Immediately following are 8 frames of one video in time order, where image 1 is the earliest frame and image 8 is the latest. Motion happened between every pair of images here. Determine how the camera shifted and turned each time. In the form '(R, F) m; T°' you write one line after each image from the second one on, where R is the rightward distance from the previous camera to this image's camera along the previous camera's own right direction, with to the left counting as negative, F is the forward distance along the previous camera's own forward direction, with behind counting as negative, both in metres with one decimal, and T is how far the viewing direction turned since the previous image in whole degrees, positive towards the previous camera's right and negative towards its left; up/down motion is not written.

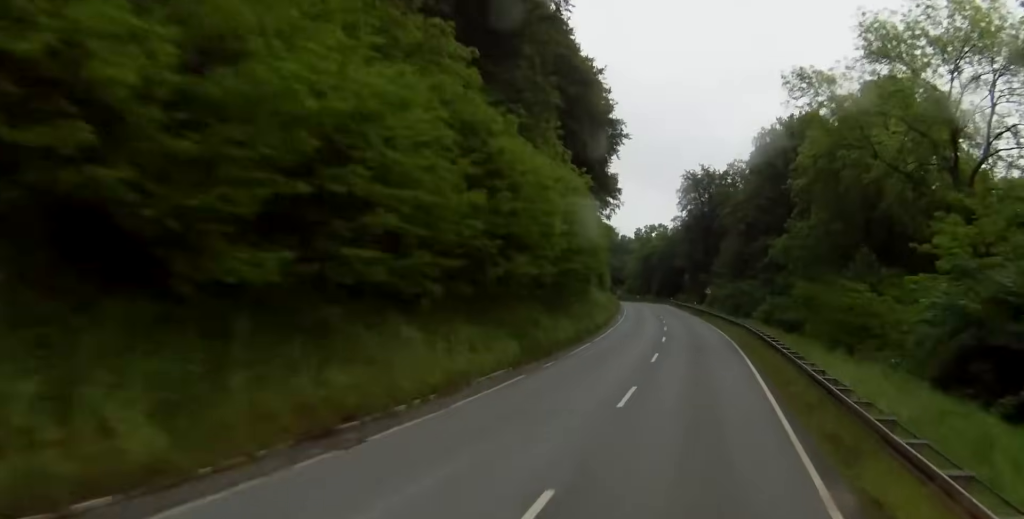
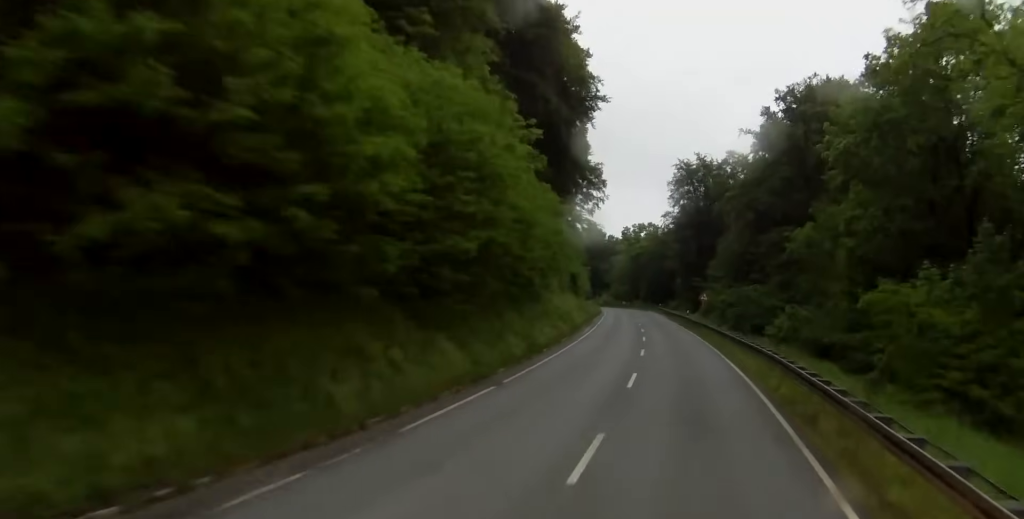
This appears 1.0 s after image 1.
(-0.4, +19.6) m; -1°
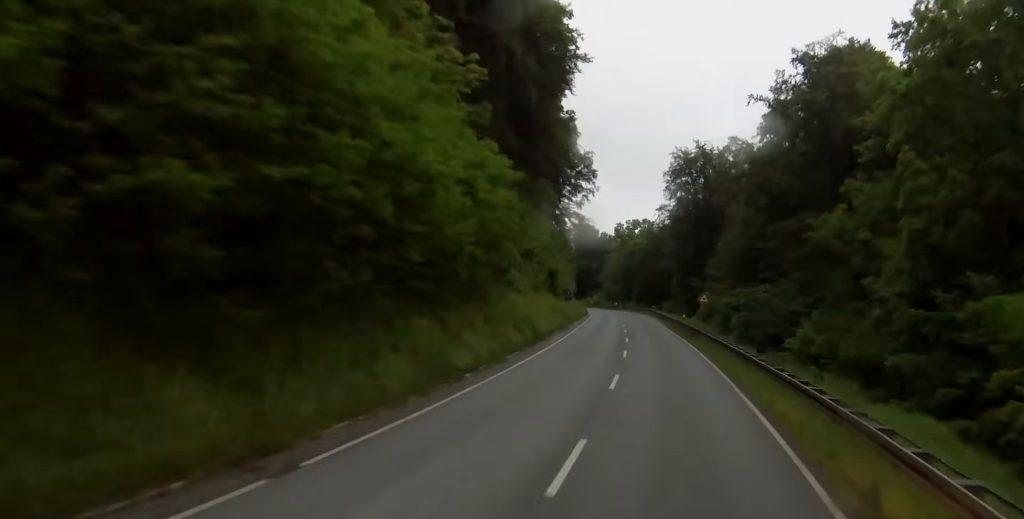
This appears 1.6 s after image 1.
(0.0, +12.9) m; +1°
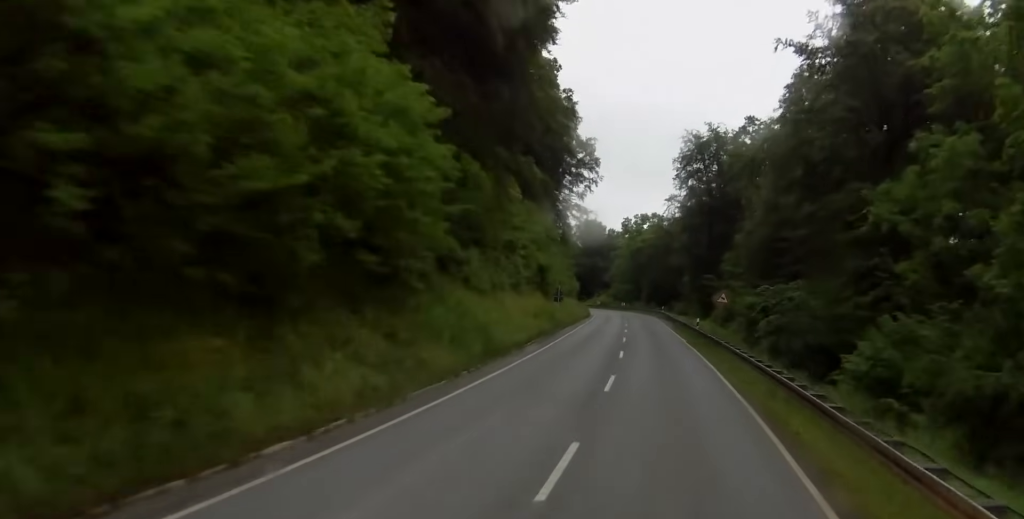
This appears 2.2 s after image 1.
(+0.2, +13.0) m; 0°
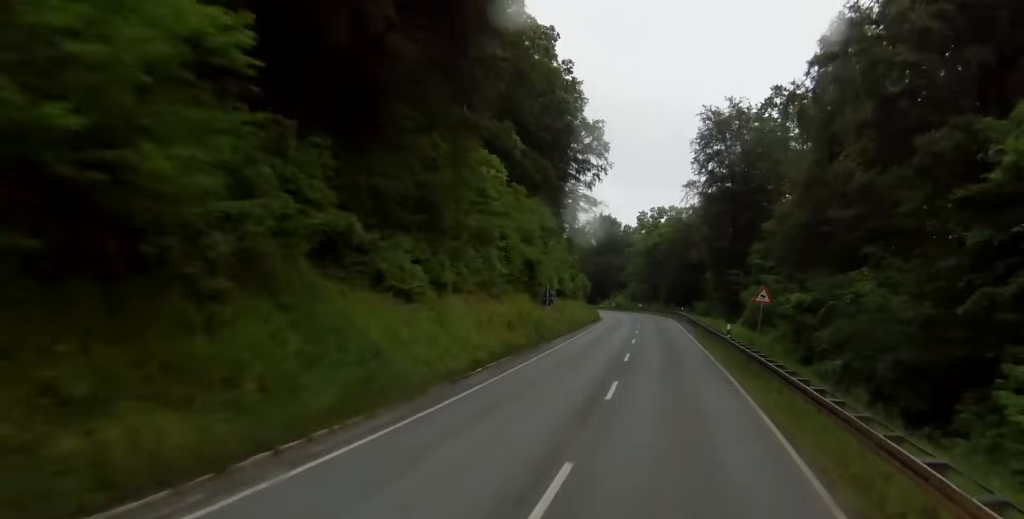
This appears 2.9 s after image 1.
(+0.5, +14.4) m; 0°
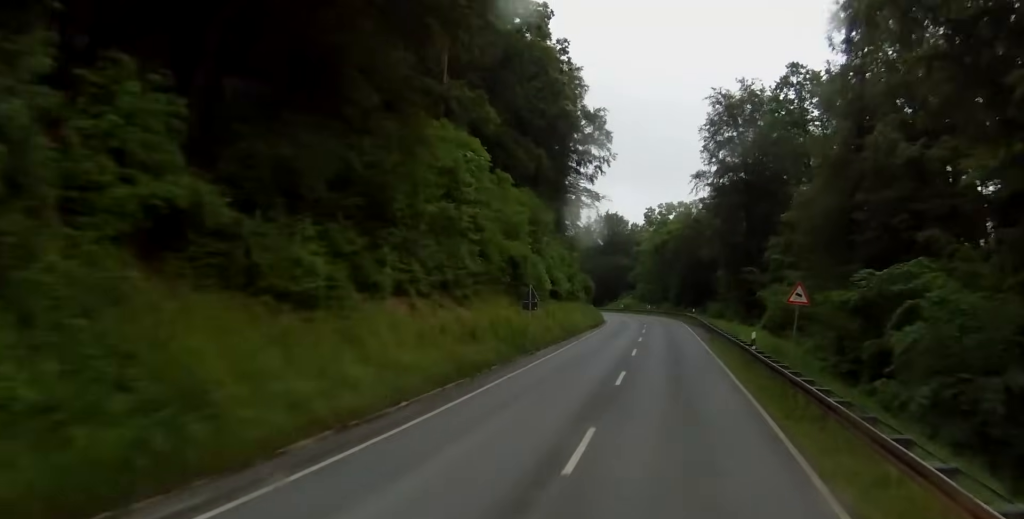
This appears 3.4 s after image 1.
(-0.4, +8.9) m; -1°
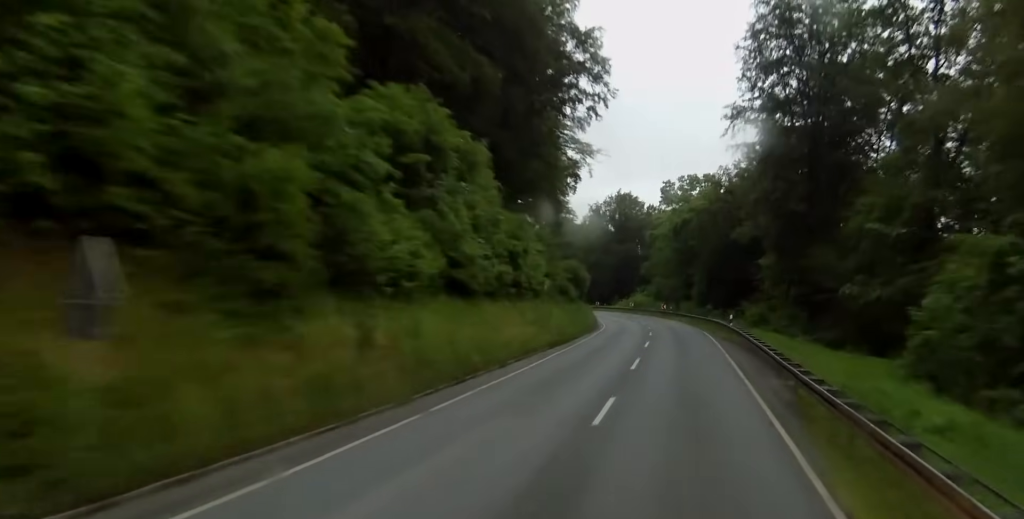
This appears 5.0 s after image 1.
(-0.6, +33.6) m; -1°
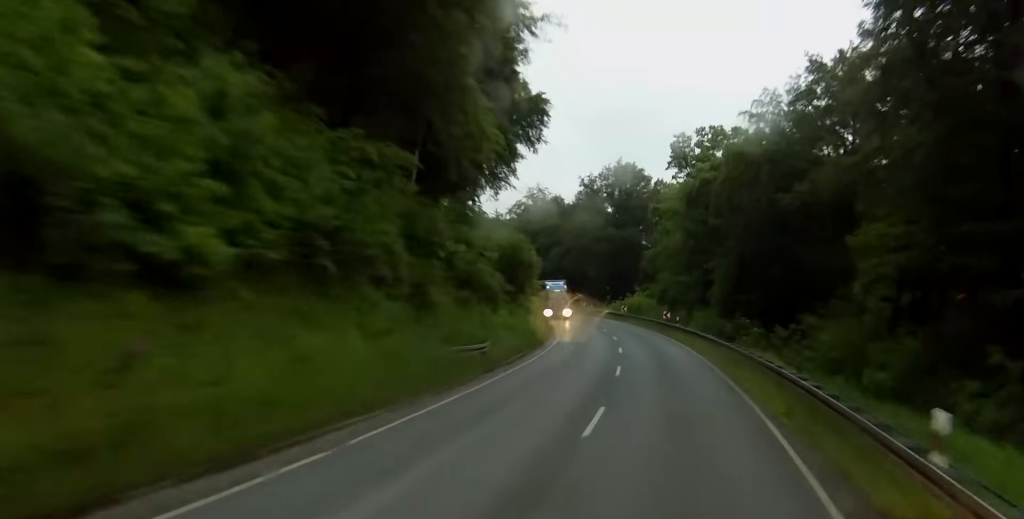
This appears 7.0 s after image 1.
(-0.6, +38.2) m; -2°
